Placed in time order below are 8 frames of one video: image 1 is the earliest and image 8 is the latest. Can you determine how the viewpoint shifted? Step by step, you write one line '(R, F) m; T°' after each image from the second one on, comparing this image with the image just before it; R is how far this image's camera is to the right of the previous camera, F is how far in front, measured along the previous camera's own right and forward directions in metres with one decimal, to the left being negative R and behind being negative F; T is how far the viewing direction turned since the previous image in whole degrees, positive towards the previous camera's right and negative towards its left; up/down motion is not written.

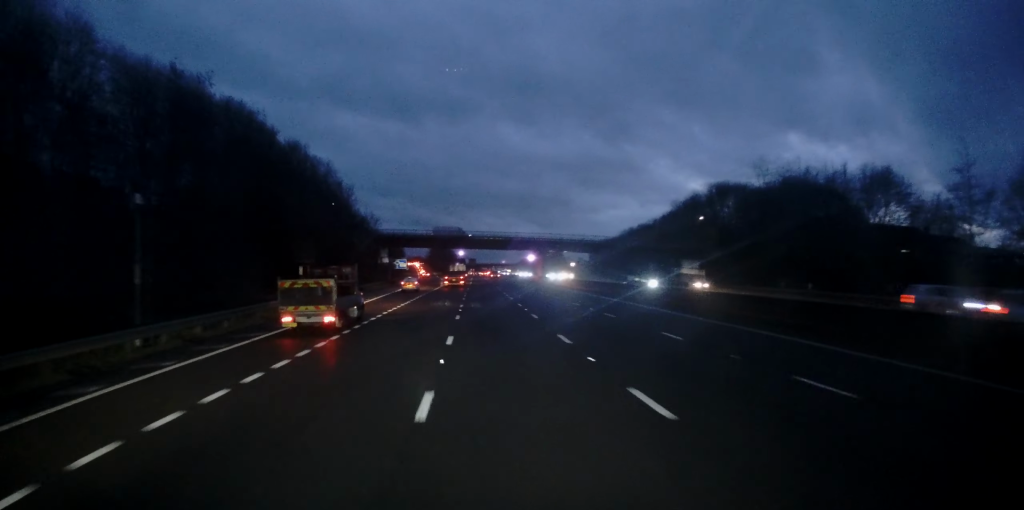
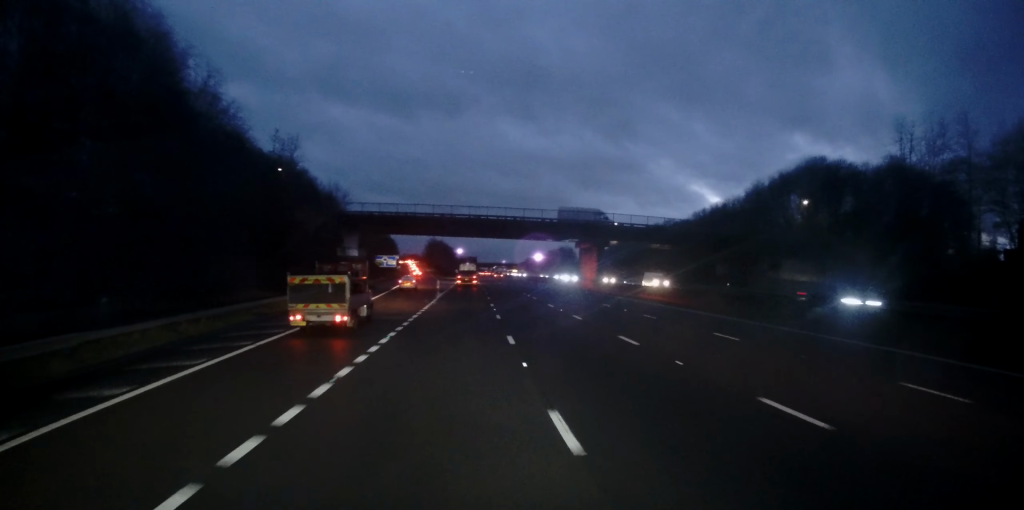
(-0.2, +37.6) m; 0°
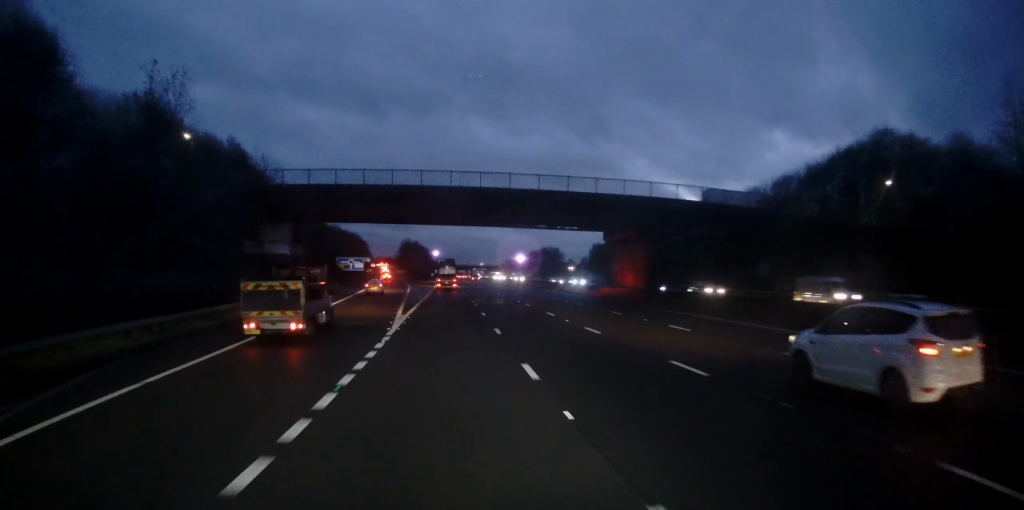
(+0.1, +23.1) m; +1°
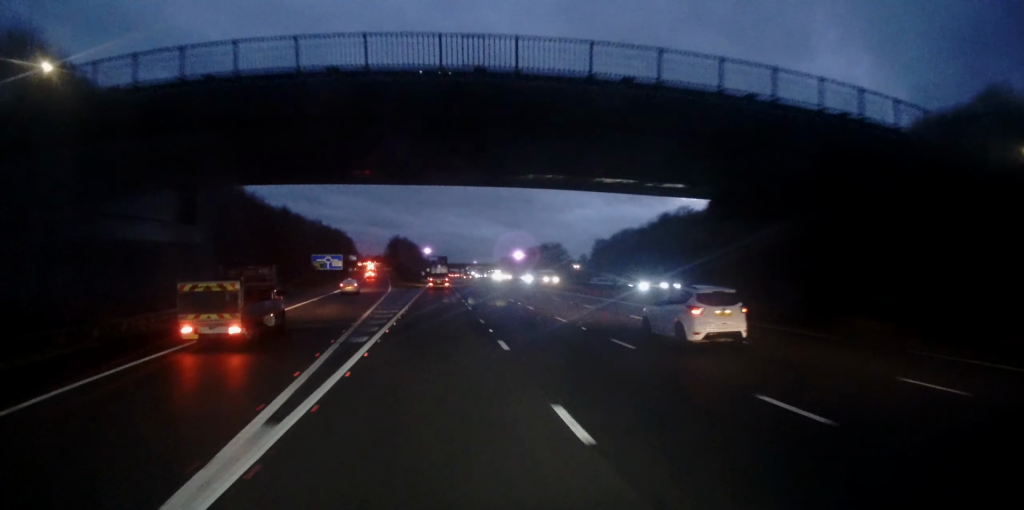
(+0.3, +22.2) m; +1°
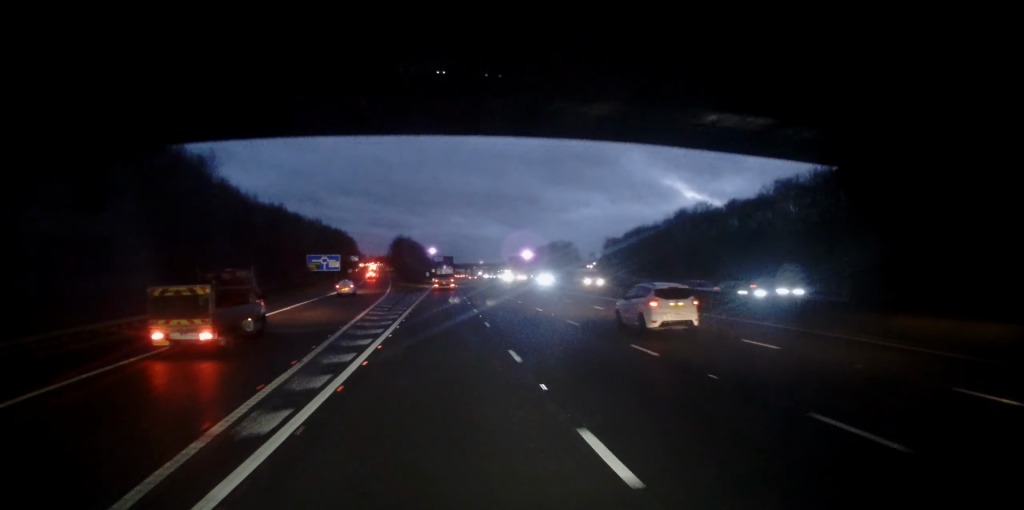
(+0.1, +10.3) m; 0°
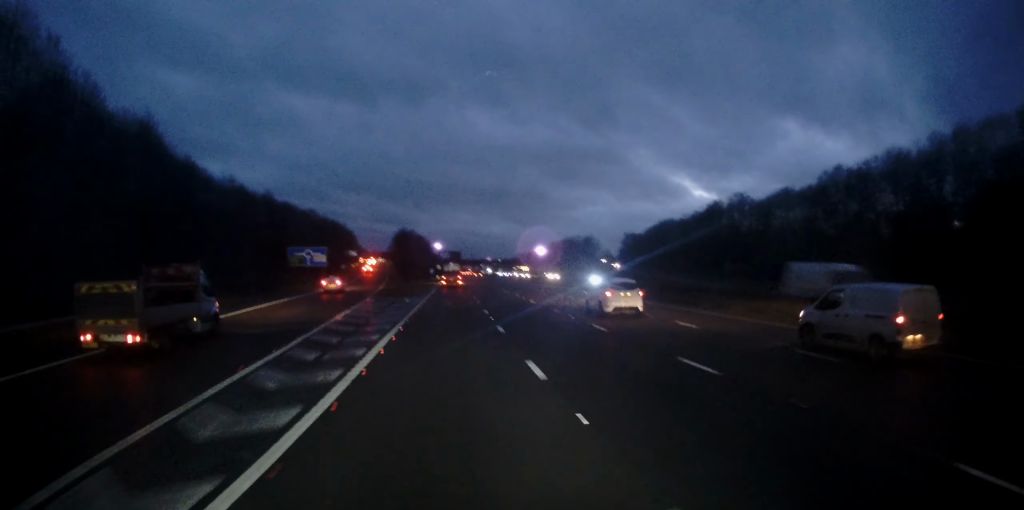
(0.0, +20.5) m; 0°
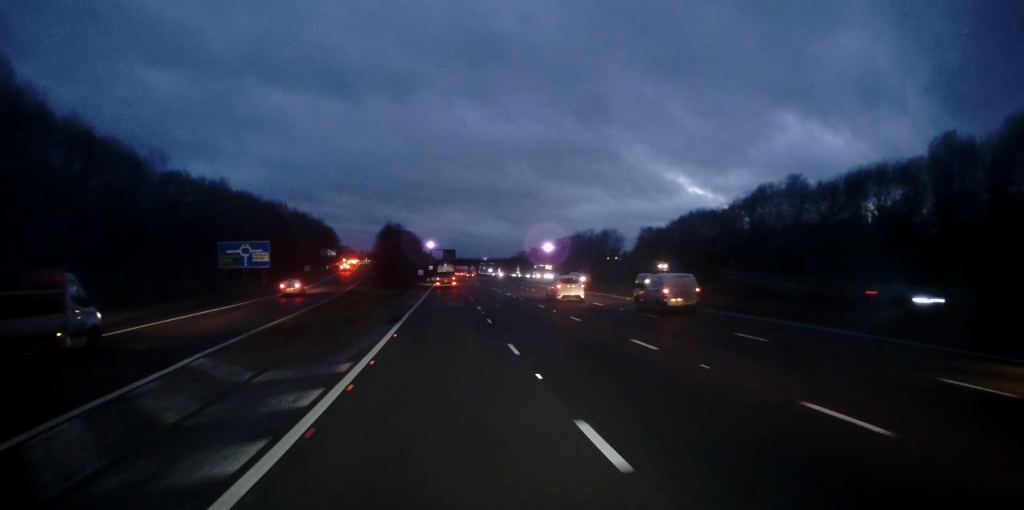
(-0.1, +32.0) m; -1°
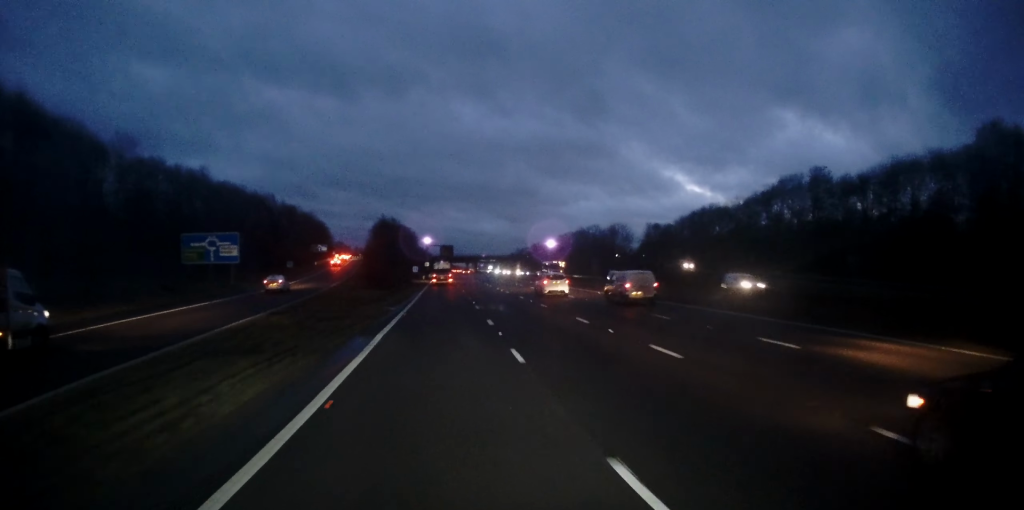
(-0.2, +10.8) m; 0°
